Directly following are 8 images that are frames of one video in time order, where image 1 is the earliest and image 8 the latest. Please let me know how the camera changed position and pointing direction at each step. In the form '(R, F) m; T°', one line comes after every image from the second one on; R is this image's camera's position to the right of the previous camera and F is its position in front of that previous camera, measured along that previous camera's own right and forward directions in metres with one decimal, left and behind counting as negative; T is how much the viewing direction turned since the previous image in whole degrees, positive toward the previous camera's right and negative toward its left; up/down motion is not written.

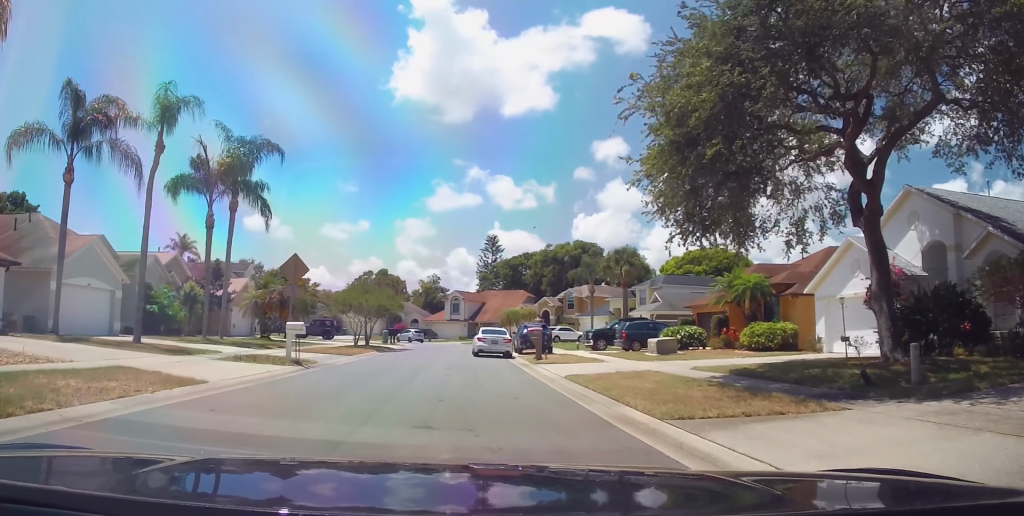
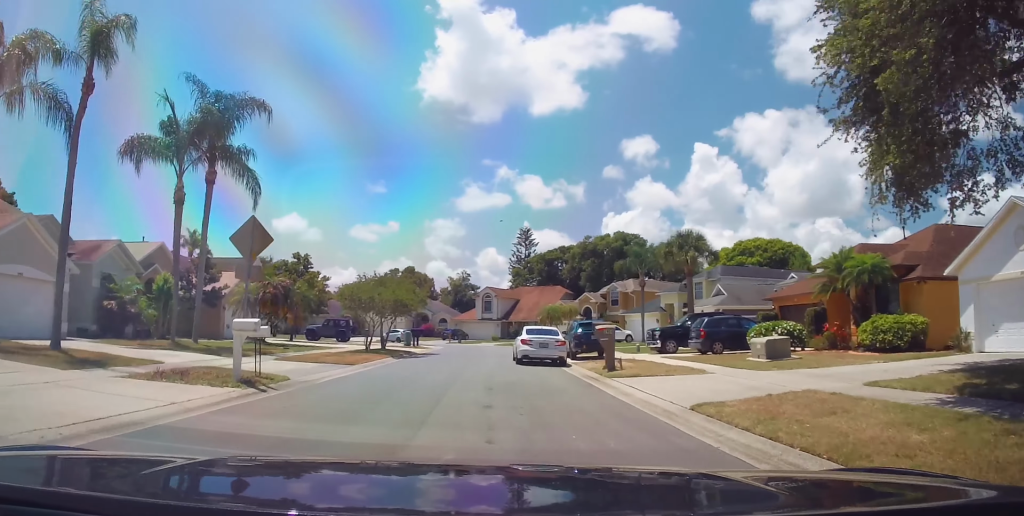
(-0.3, +6.9) m; 0°
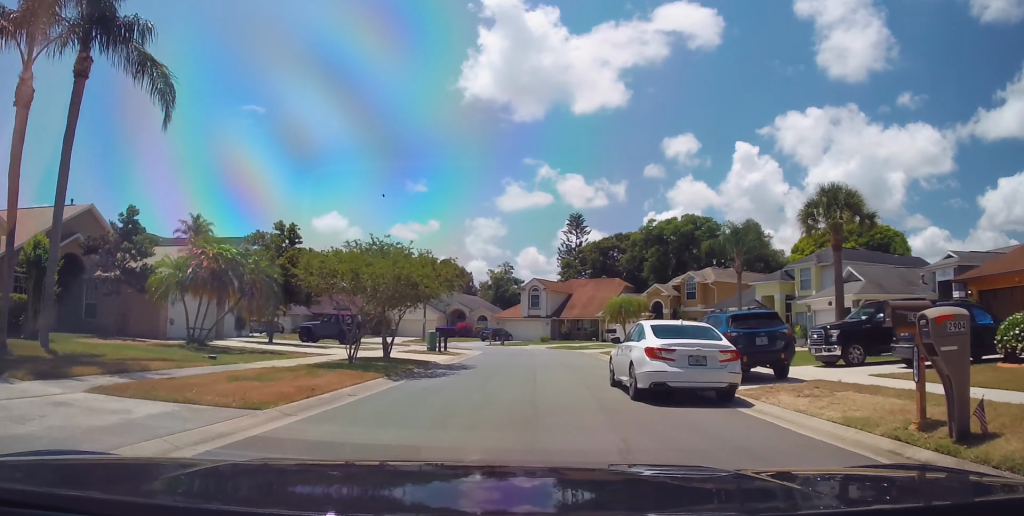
(+0.2, +12.0) m; -1°
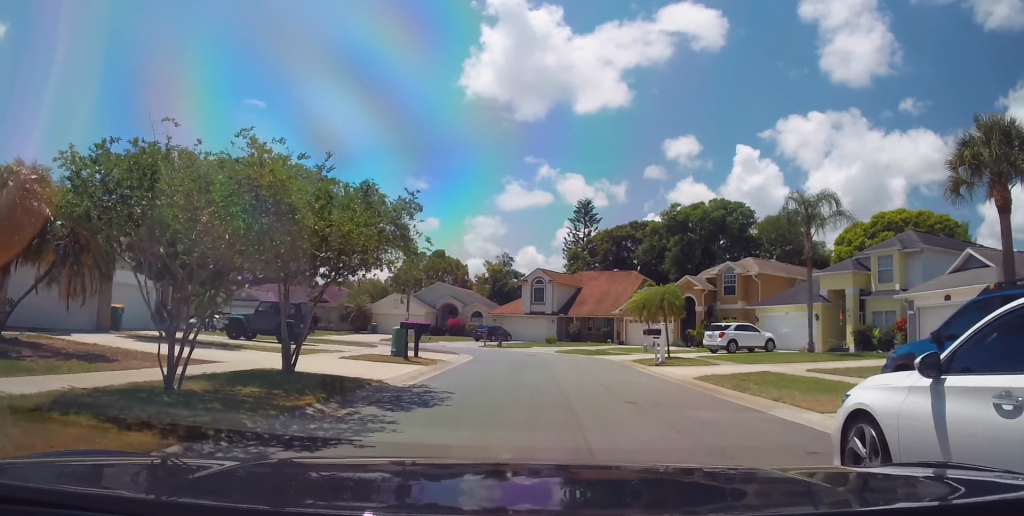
(-0.3, +10.2) m; +2°
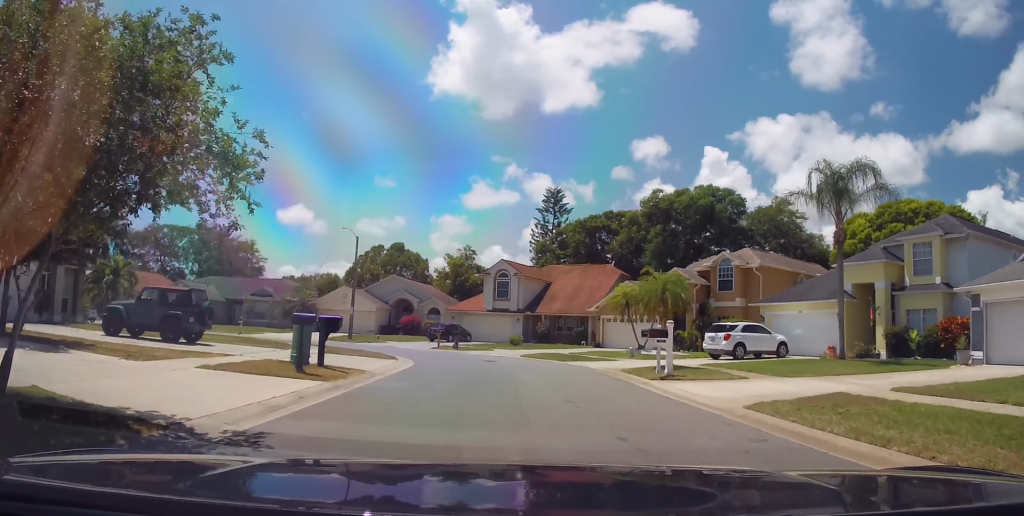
(+0.2, +6.9) m; +5°
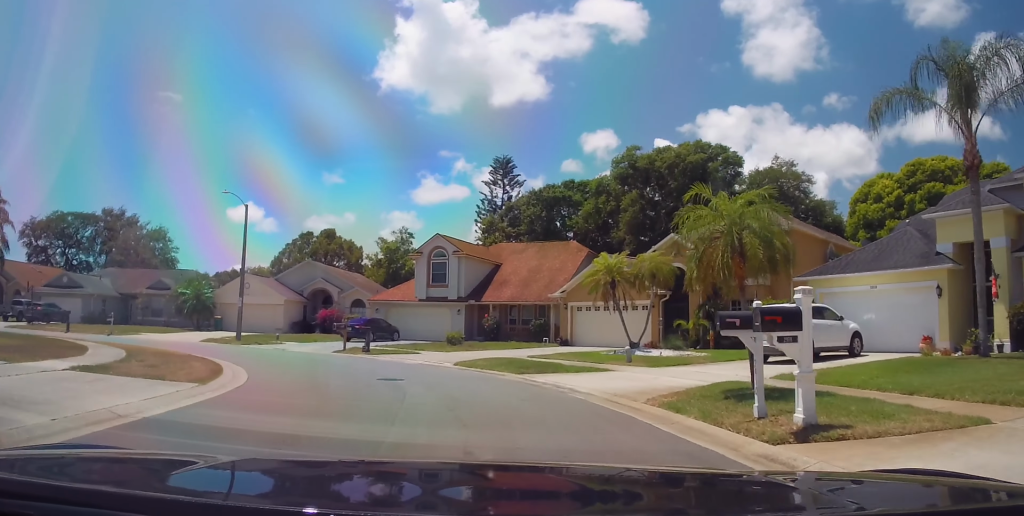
(+0.9, +11.7) m; +2°
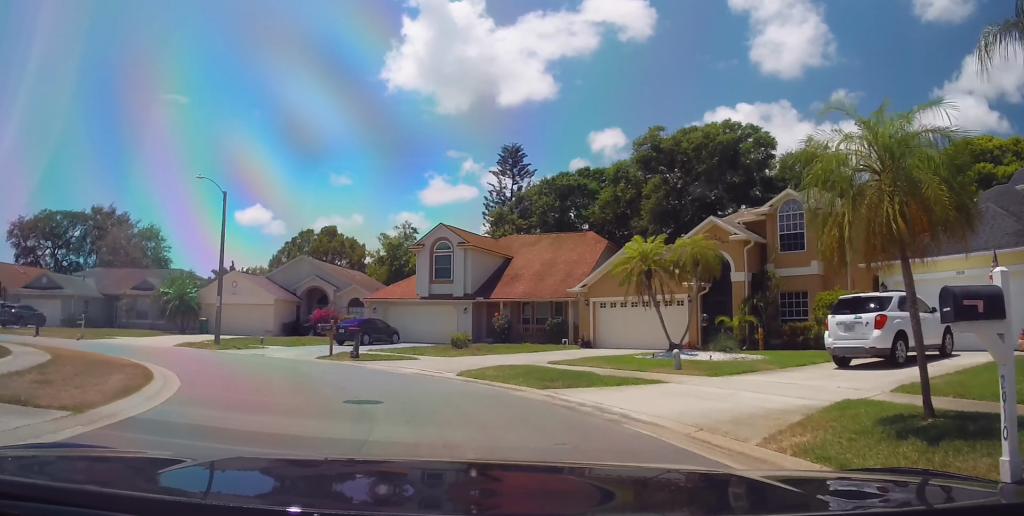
(-0.1, +4.3) m; -3°
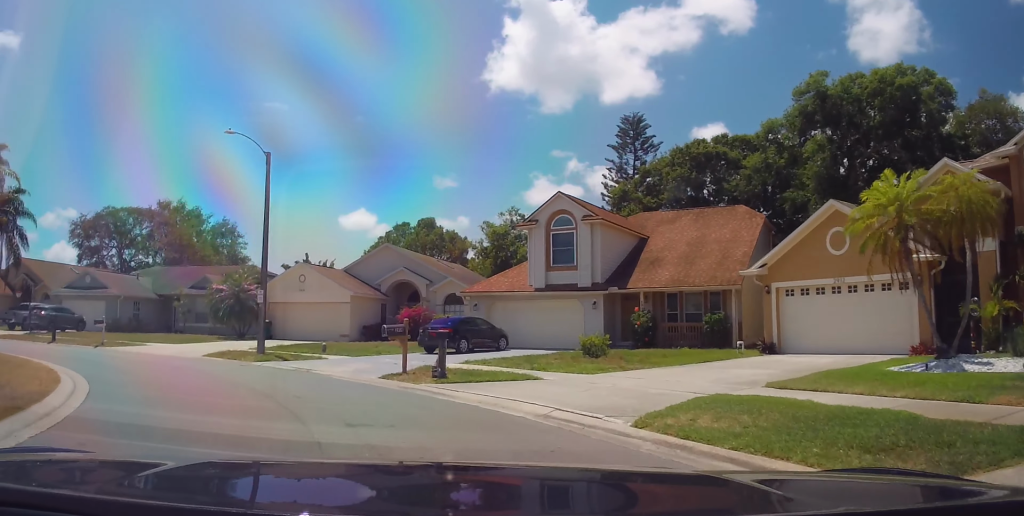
(-0.6, +8.6) m; -10°
